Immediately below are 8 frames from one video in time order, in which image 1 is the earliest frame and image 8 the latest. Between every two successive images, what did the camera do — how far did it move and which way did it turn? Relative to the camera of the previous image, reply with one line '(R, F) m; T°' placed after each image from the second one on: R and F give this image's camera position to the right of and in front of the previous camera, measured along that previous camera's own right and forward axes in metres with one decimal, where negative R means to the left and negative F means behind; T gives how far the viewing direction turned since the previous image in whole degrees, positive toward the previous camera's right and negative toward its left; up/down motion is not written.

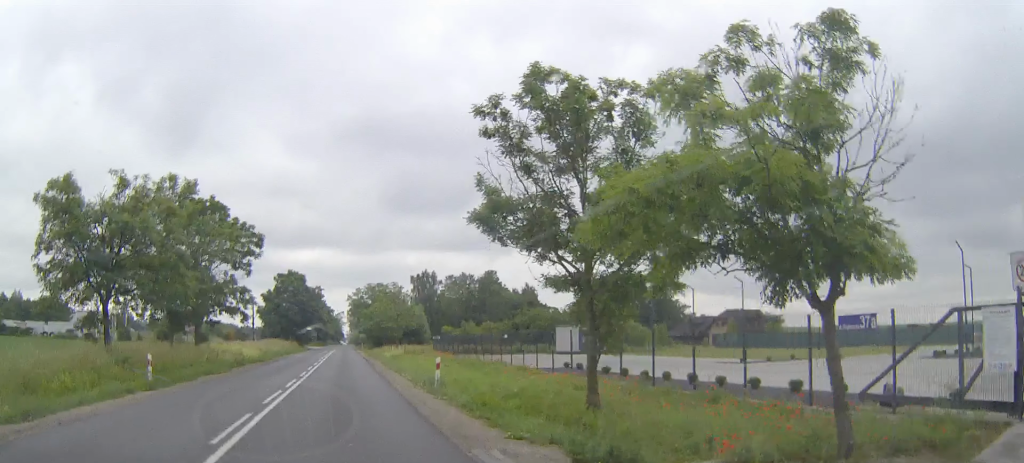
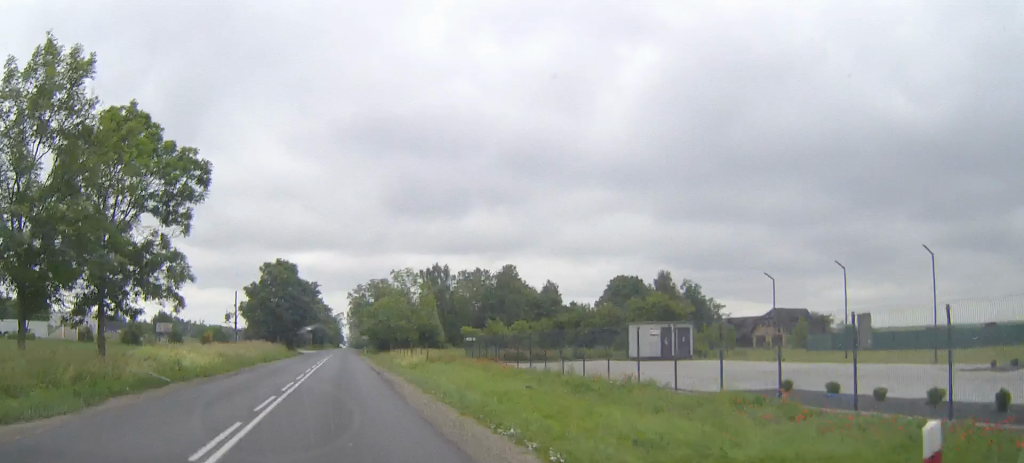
(0.0, +19.4) m; 0°
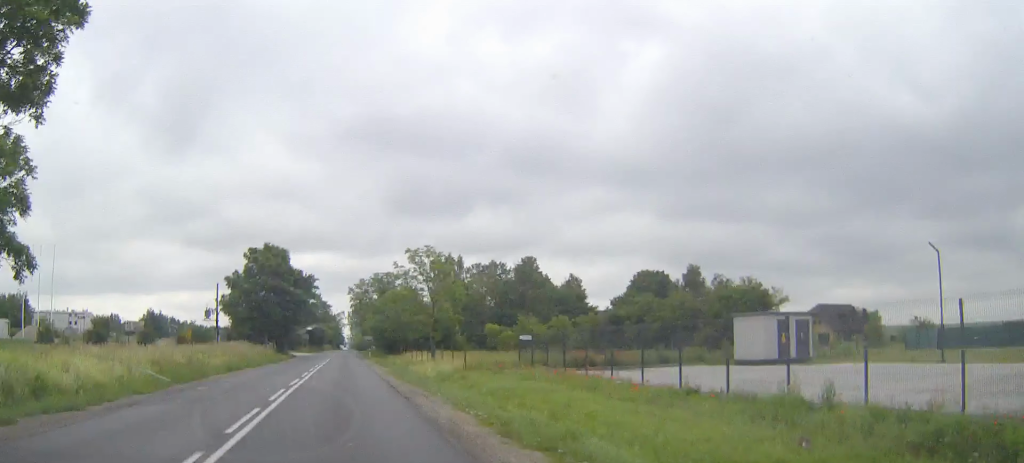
(0.0, +15.6) m; 0°
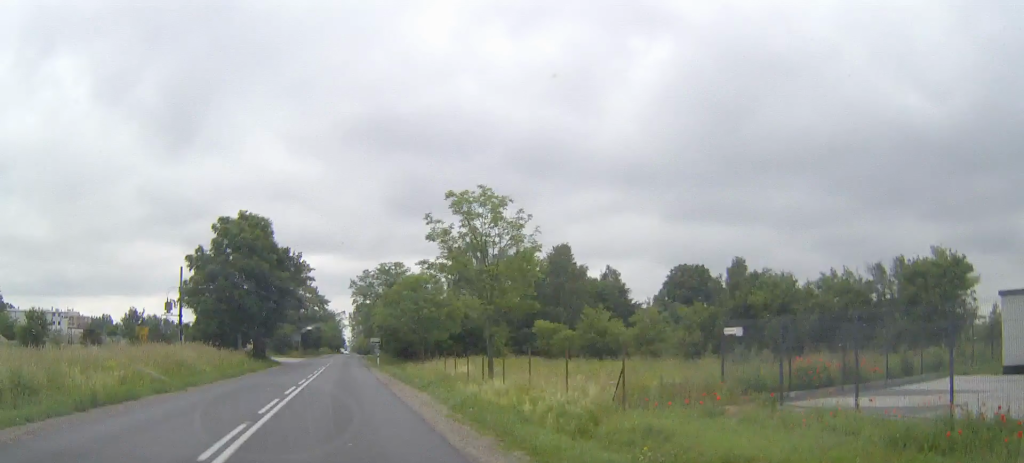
(-0.1, +20.0) m; -1°
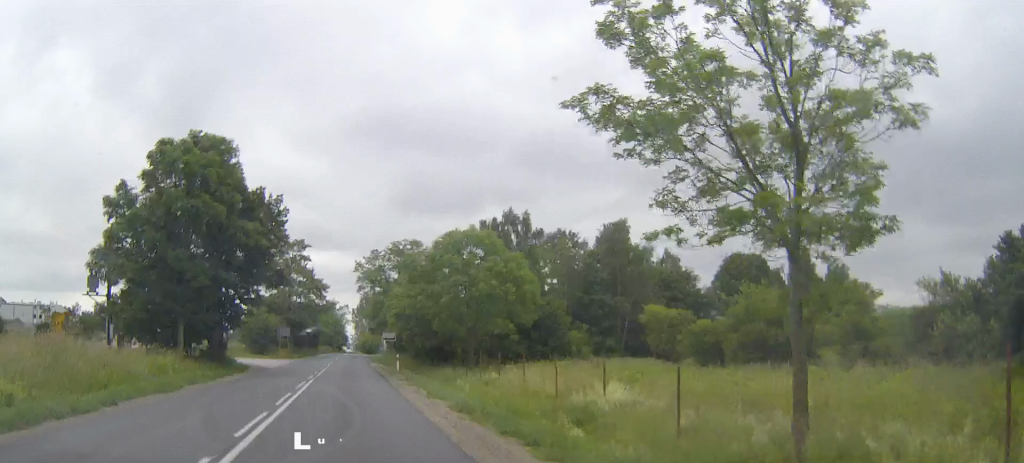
(0.0, +22.2) m; 0°
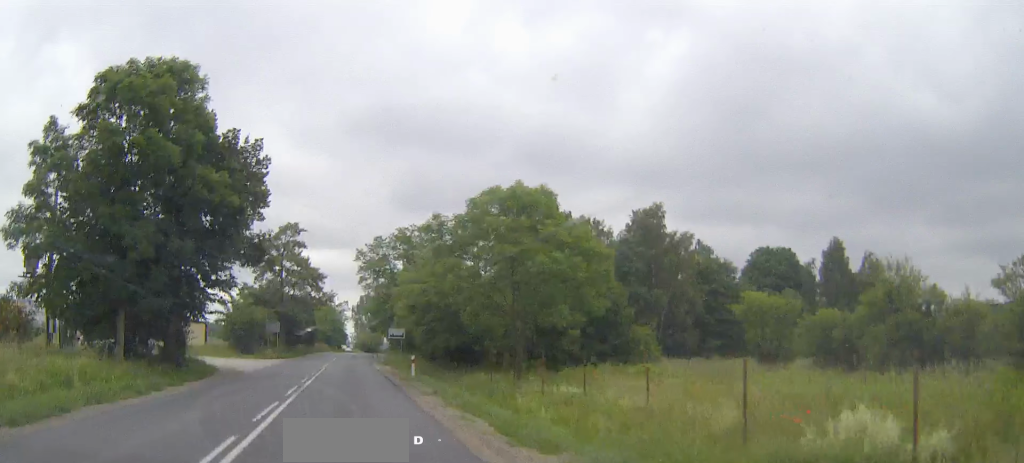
(0.0, +10.4) m; 0°
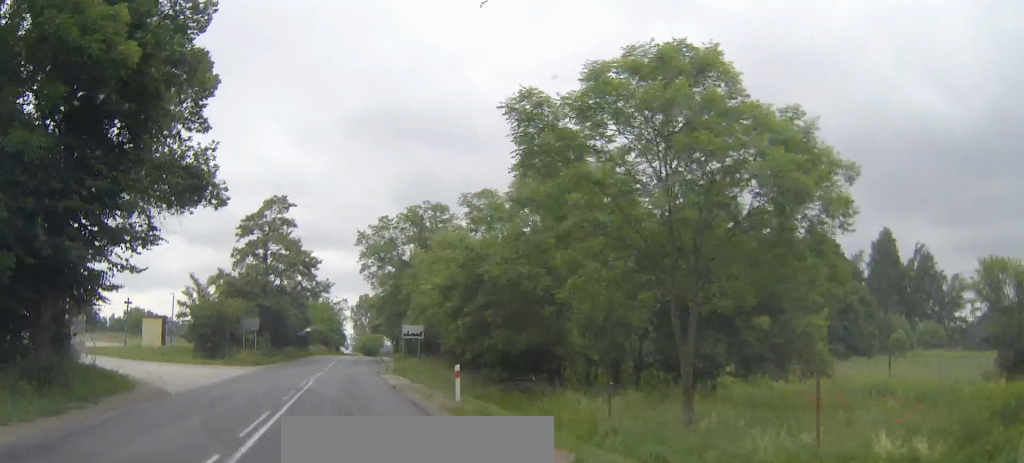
(-0.1, +13.5) m; 0°
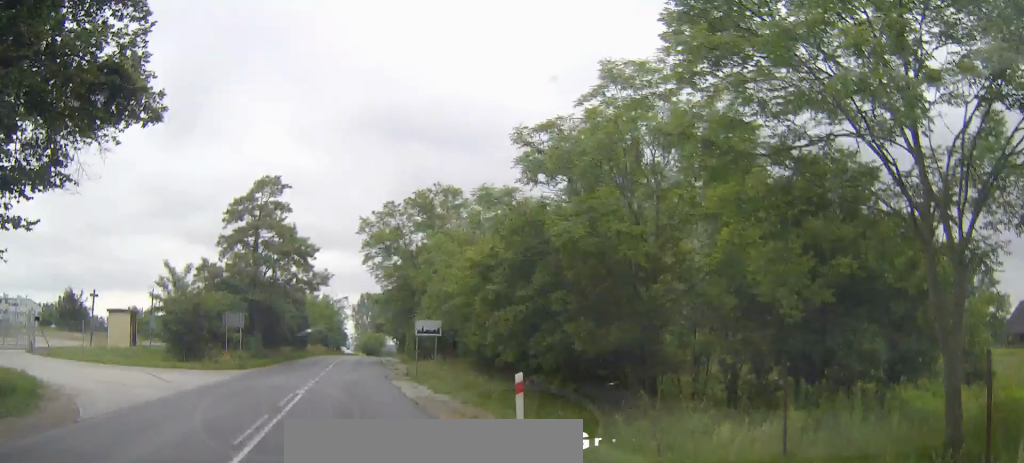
(0.0, +7.3) m; 0°
